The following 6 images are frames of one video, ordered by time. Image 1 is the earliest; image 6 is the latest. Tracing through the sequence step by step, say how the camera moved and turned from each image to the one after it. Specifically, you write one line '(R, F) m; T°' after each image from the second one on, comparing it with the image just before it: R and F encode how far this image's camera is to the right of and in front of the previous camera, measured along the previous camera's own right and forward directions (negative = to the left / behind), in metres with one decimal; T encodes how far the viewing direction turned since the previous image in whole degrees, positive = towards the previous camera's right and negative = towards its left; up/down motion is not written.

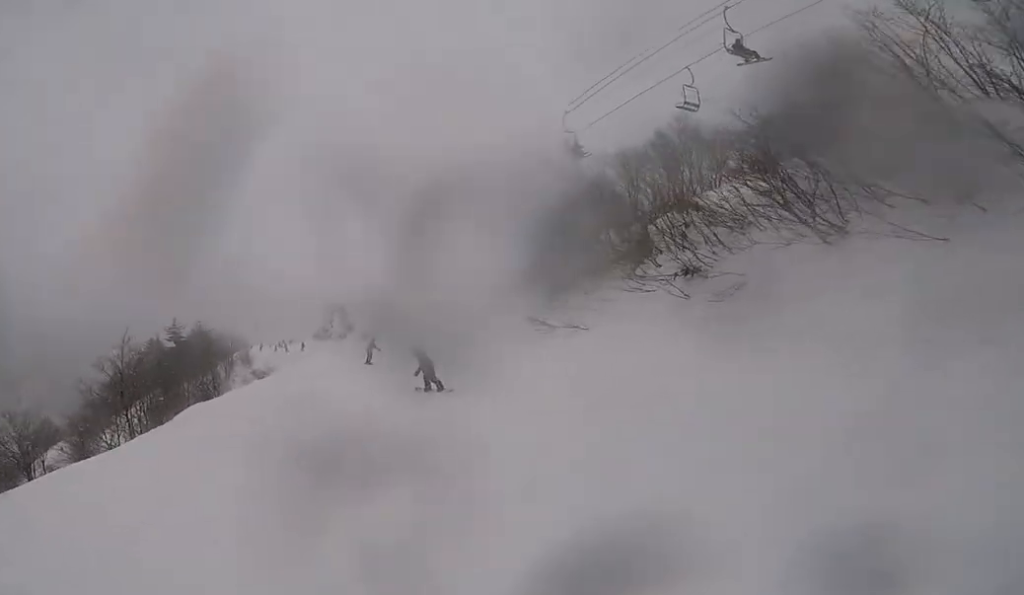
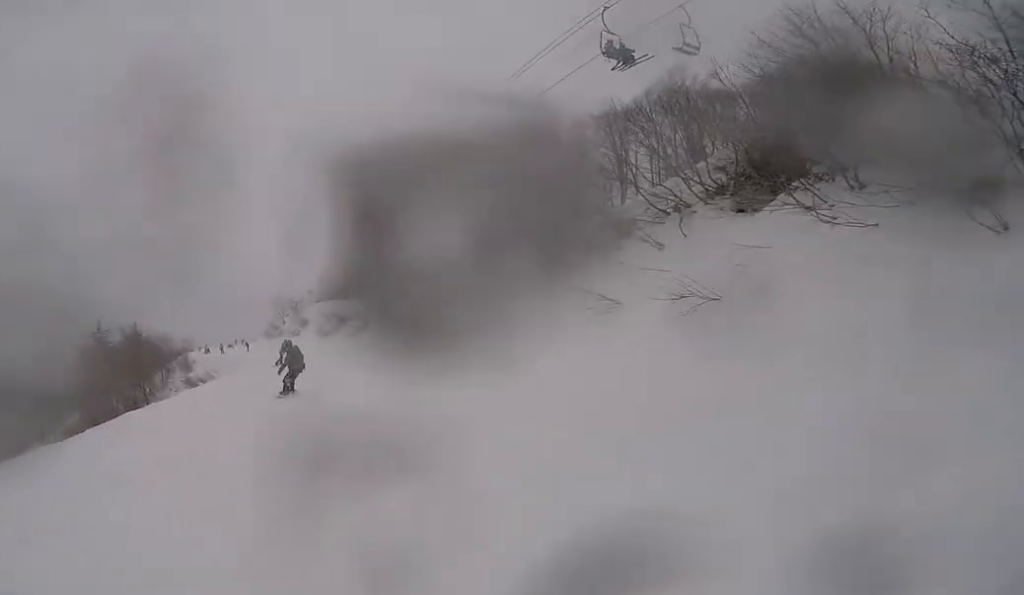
(0.0, +7.8) m; +5°
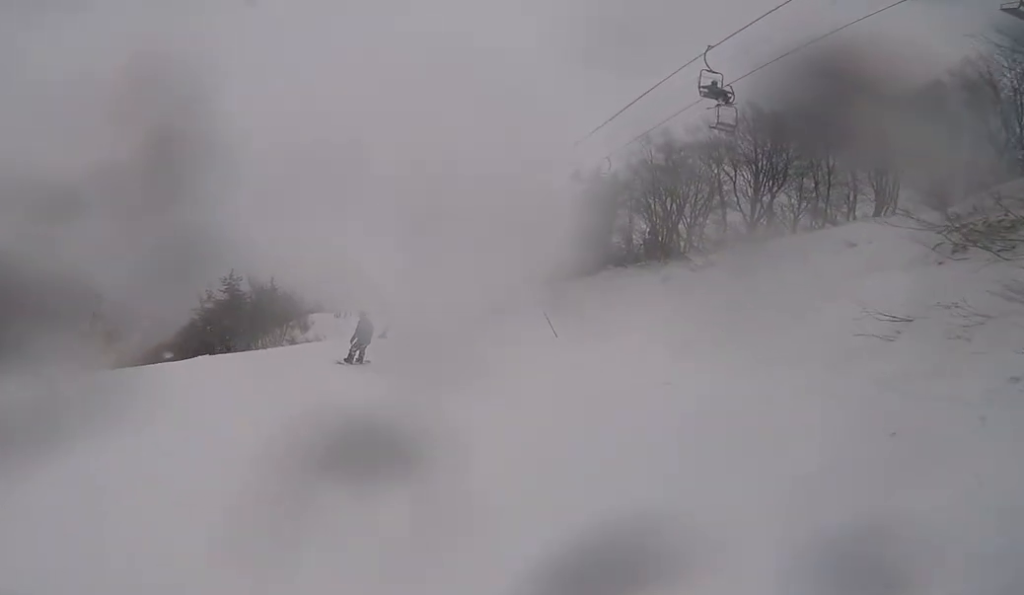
(+0.4, +6.4) m; -2°
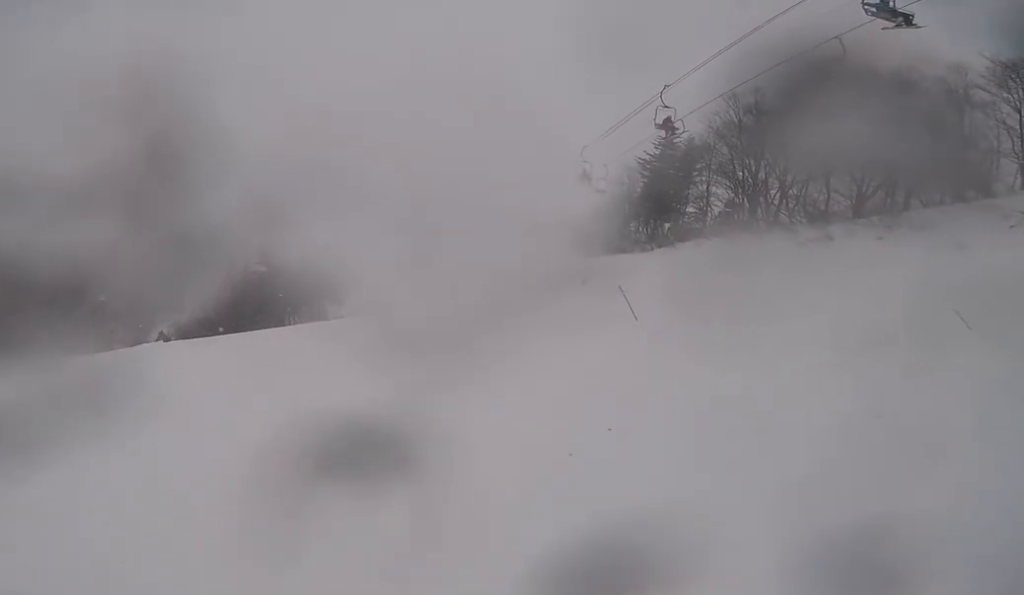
(0.0, +3.9) m; -3°
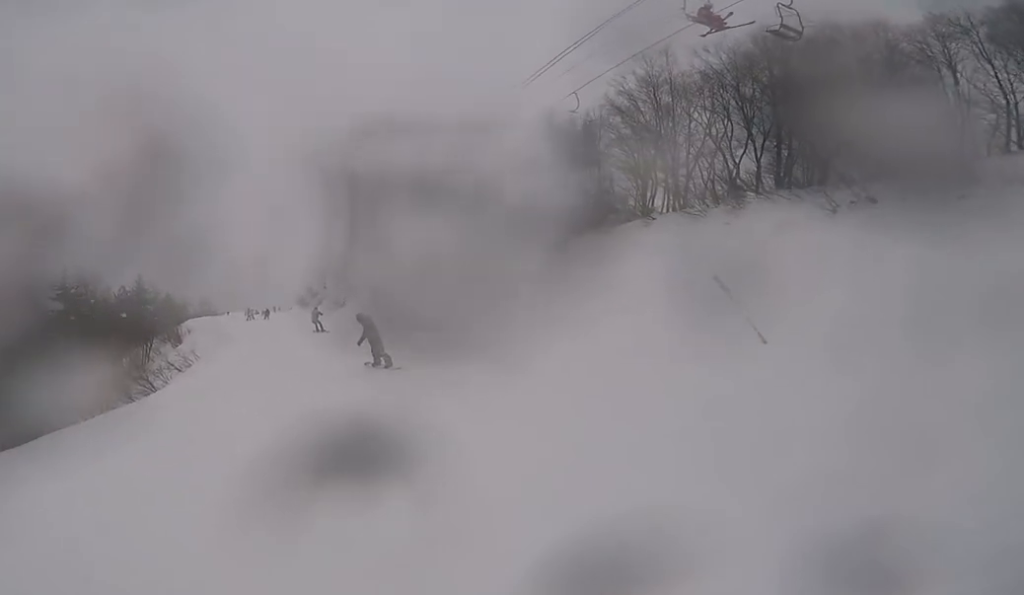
(0.0, +11.0) m; 0°
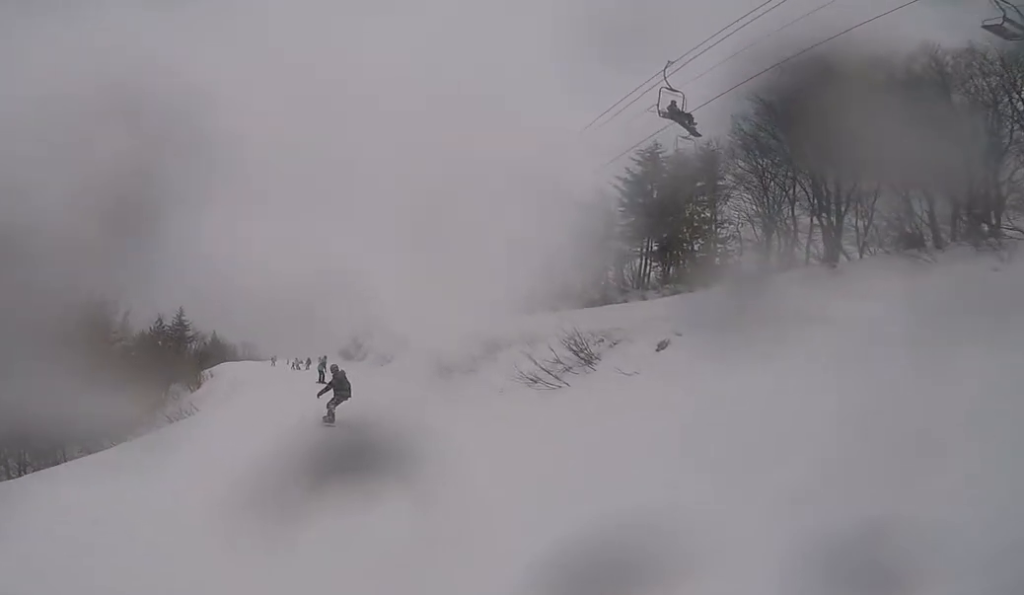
(-0.7, +7.0) m; 0°
